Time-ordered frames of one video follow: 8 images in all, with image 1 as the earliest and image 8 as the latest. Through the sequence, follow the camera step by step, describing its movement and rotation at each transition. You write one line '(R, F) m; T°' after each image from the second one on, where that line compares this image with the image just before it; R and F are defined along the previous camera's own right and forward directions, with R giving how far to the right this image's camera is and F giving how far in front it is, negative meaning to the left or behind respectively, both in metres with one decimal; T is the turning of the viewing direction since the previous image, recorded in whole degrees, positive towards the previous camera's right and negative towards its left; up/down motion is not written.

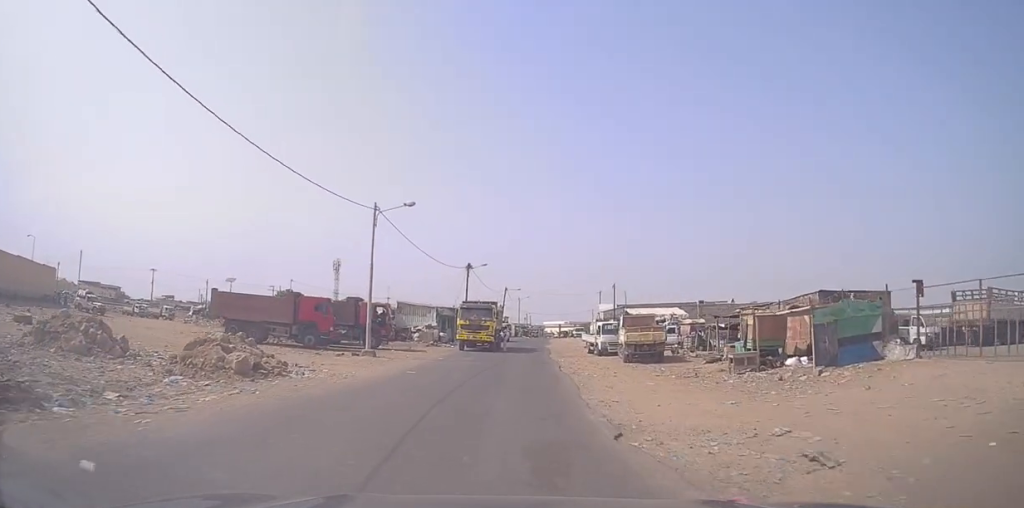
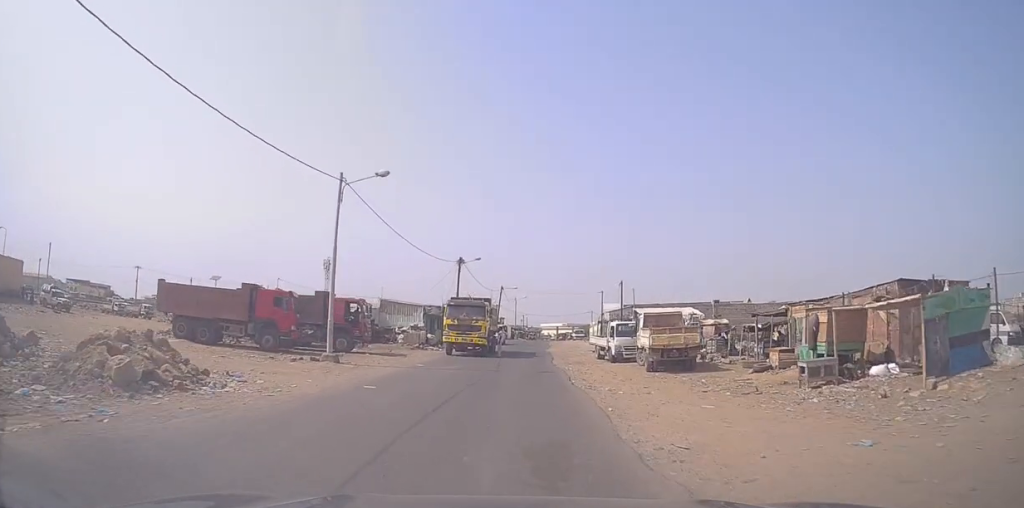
(0.0, +6.0) m; 0°
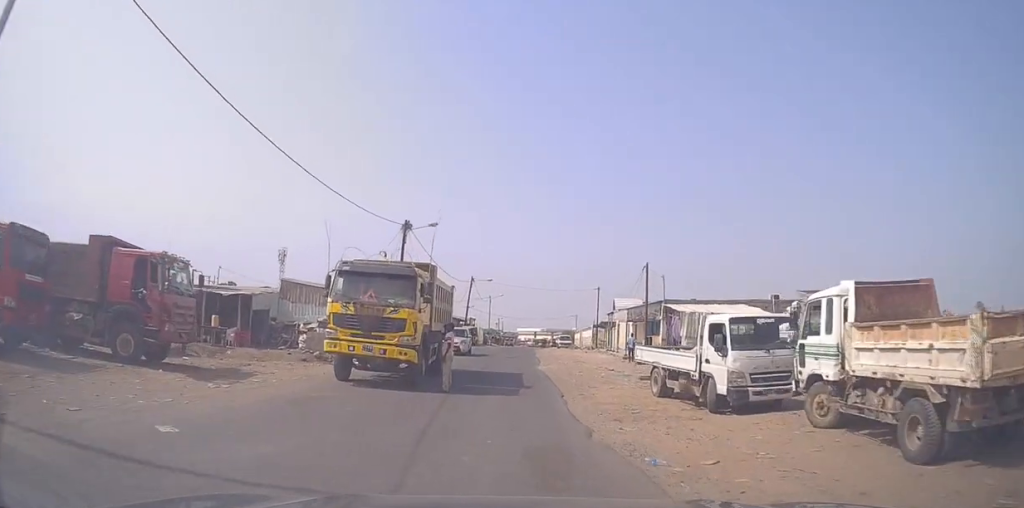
(+0.2, +18.9) m; +1°
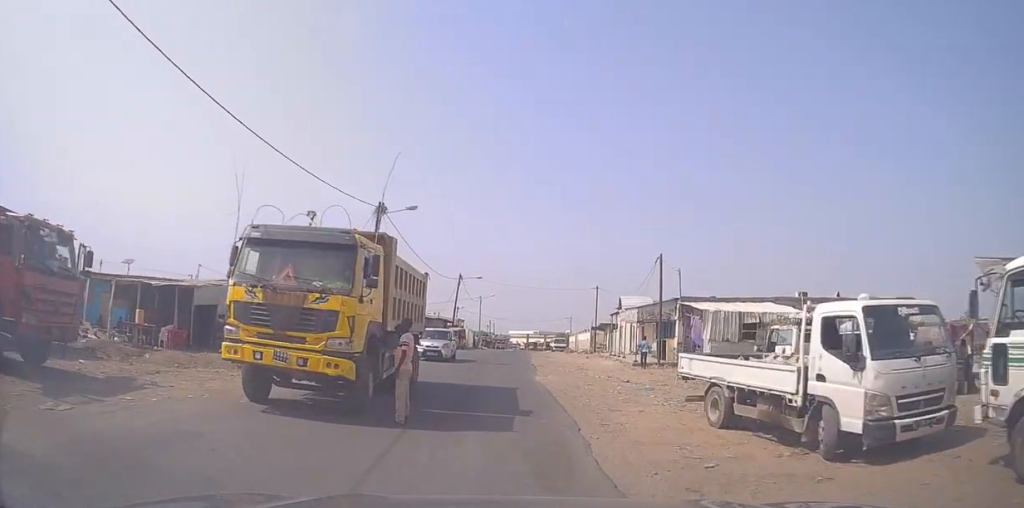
(0.0, +5.9) m; 0°
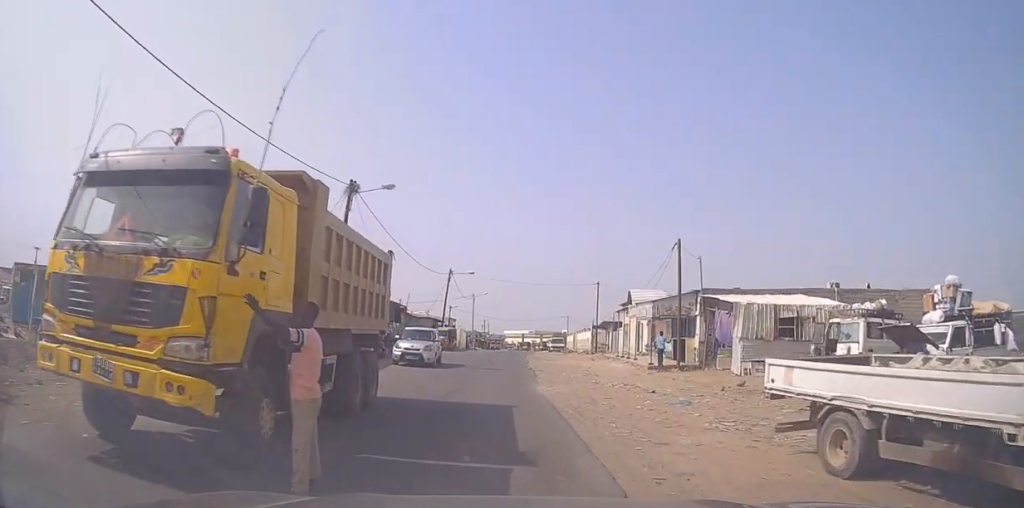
(0.0, +4.9) m; 0°
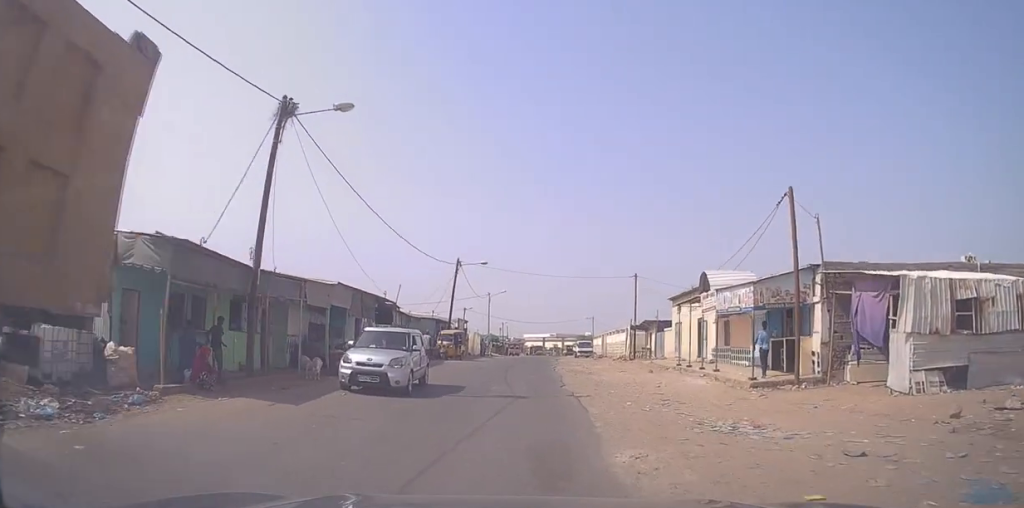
(0.0, +10.6) m; +1°
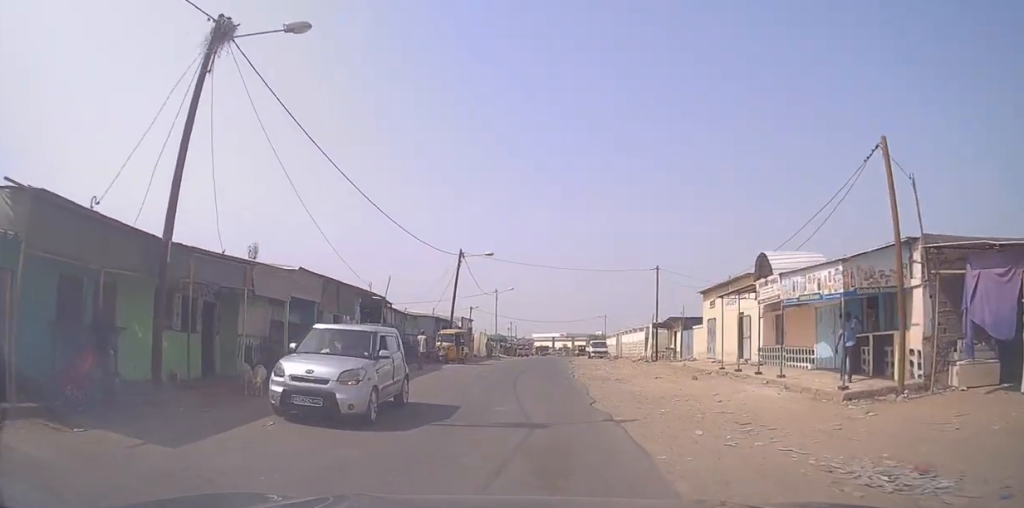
(+0.1, +5.1) m; 0°
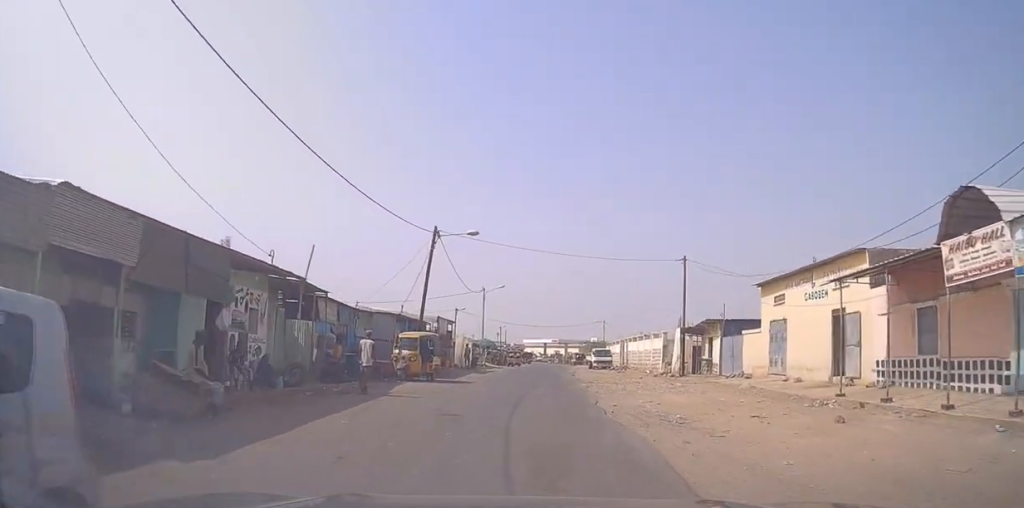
(-0.2, +10.2) m; -1°
